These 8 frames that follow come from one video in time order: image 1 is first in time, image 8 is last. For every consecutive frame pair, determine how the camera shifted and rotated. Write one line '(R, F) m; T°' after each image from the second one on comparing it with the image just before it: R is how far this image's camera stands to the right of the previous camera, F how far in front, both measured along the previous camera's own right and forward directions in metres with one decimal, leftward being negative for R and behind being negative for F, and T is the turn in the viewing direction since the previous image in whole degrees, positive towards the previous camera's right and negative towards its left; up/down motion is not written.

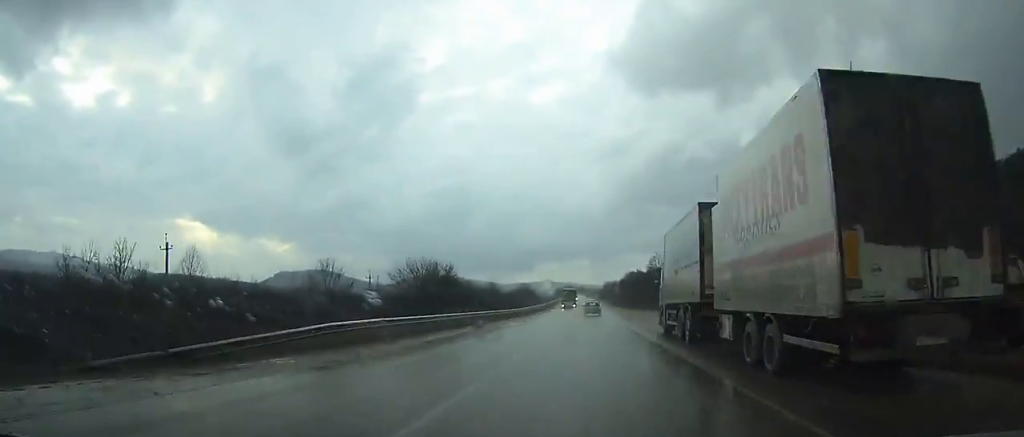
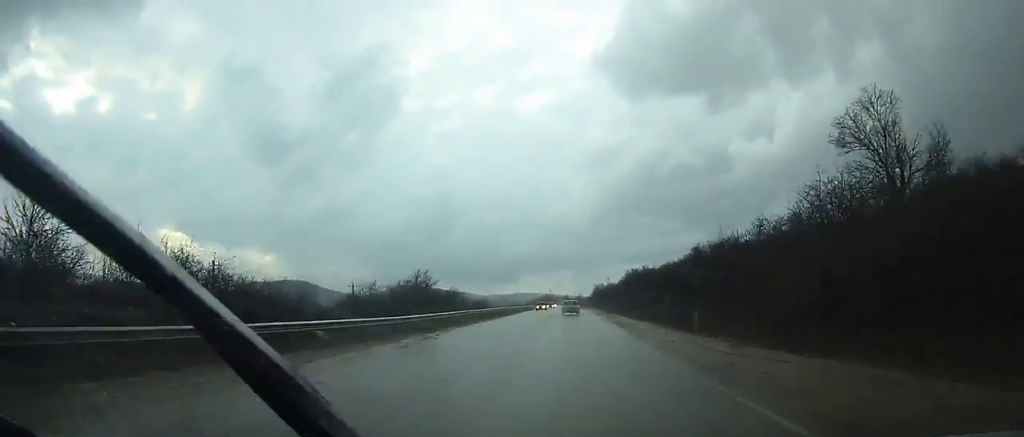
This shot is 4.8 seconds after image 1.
(-0.2, +95.7) m; -1°
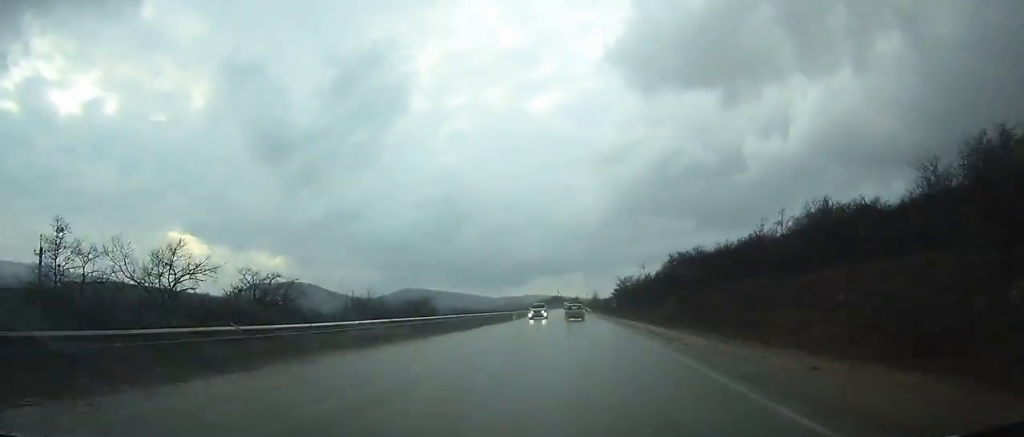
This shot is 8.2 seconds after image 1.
(-0.9, +70.9) m; -1°
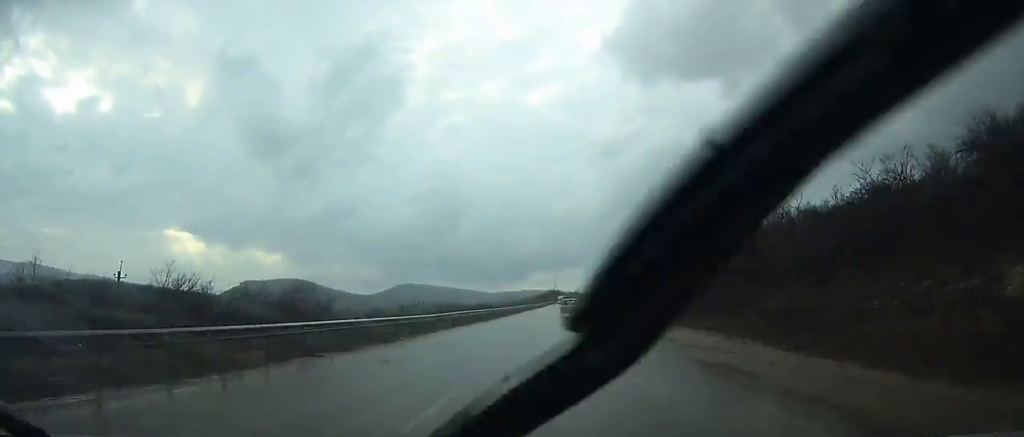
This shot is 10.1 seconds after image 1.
(-0.3, +39.4) m; 0°
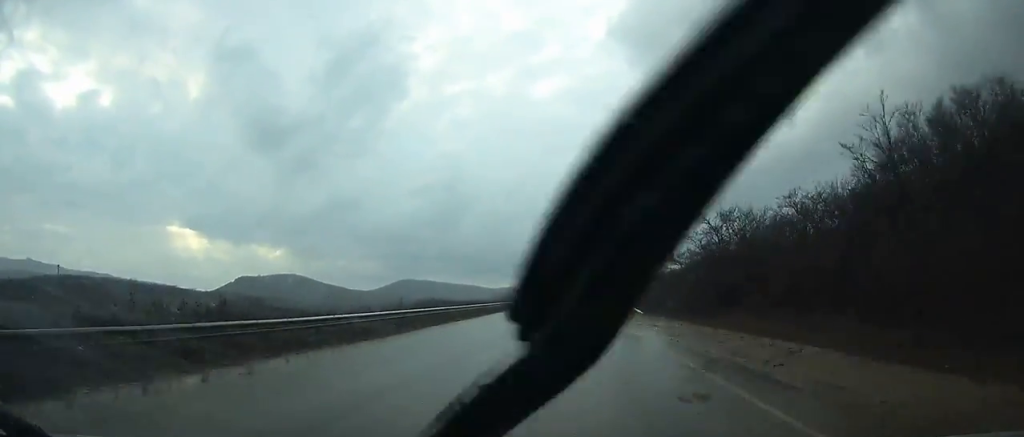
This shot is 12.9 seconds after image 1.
(-0.3, +57.2) m; 0°
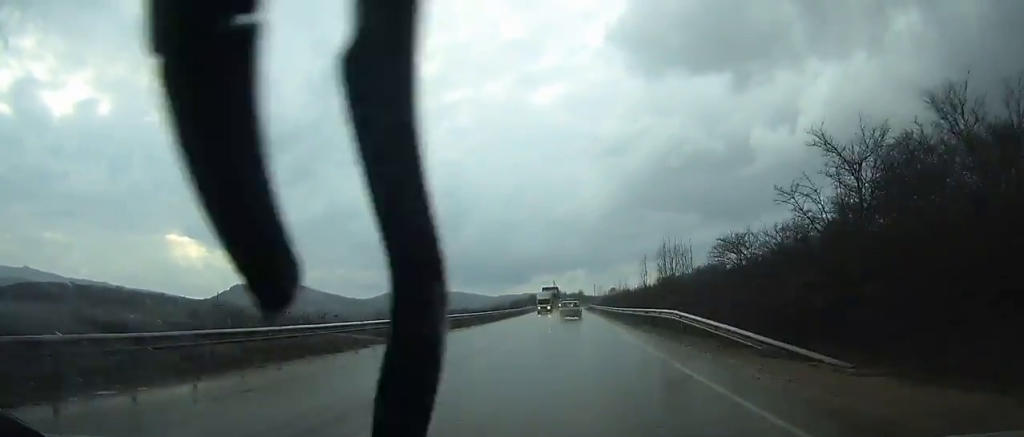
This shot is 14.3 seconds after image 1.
(+0.2, +28.2) m; 0°
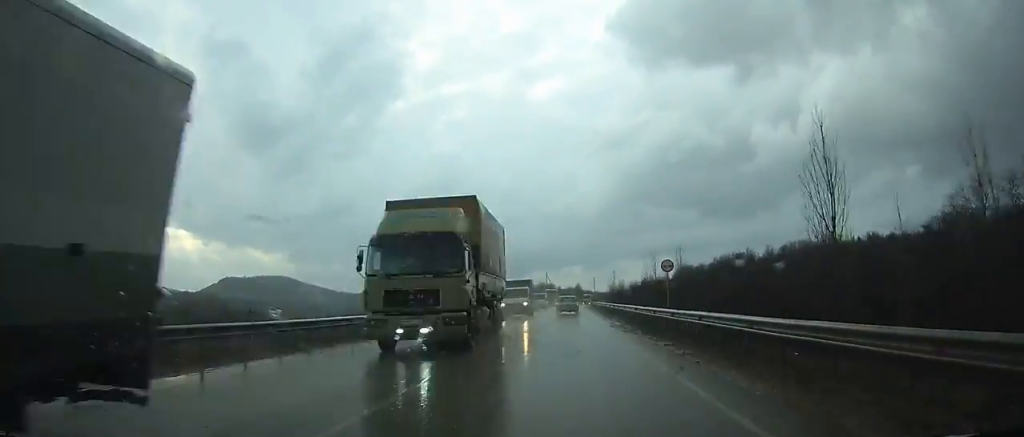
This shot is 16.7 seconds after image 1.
(0.0, +47.8) m; 0°
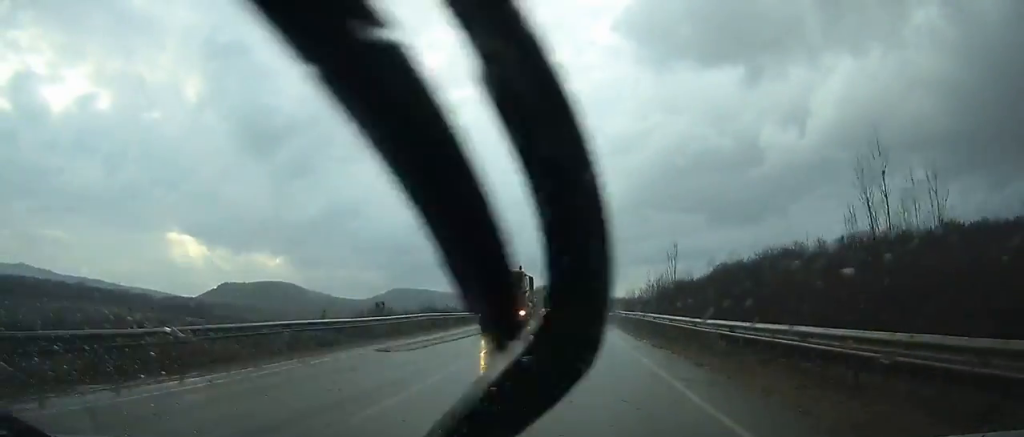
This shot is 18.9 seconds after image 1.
(0.0, +43.5) m; +1°
